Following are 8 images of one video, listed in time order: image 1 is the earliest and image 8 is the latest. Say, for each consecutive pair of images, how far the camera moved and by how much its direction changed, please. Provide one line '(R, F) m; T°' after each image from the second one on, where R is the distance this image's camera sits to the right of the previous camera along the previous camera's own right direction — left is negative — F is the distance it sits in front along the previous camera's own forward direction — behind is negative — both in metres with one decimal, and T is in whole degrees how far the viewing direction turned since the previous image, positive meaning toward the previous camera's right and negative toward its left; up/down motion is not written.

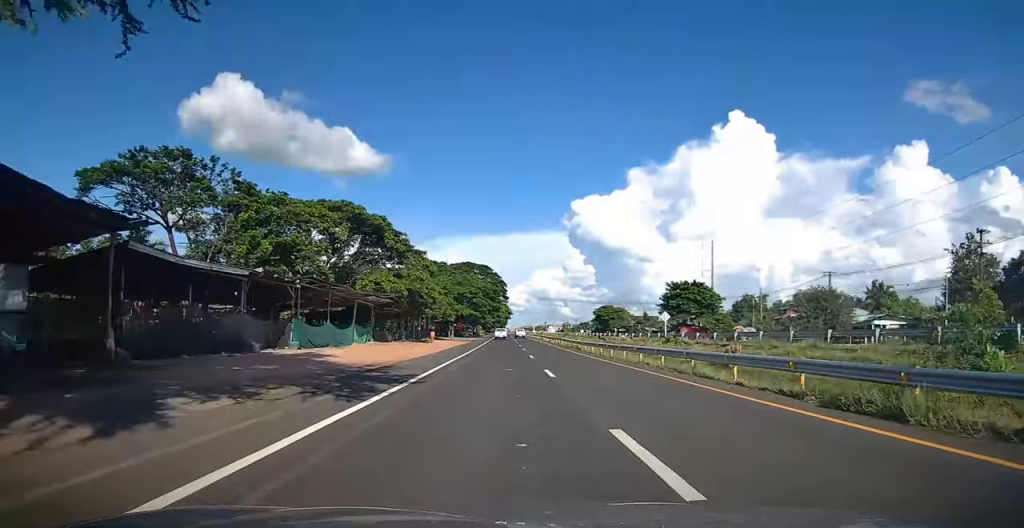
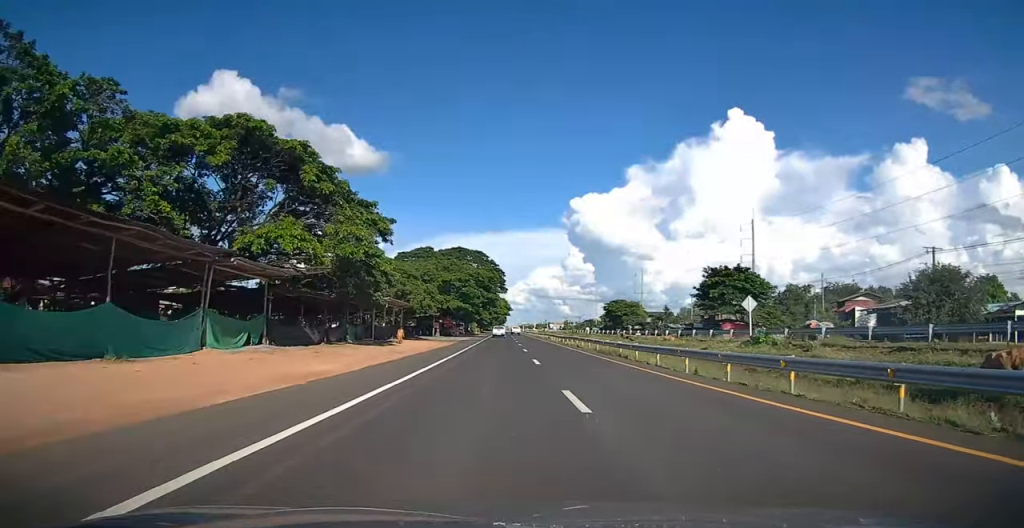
(0.0, +19.7) m; 0°
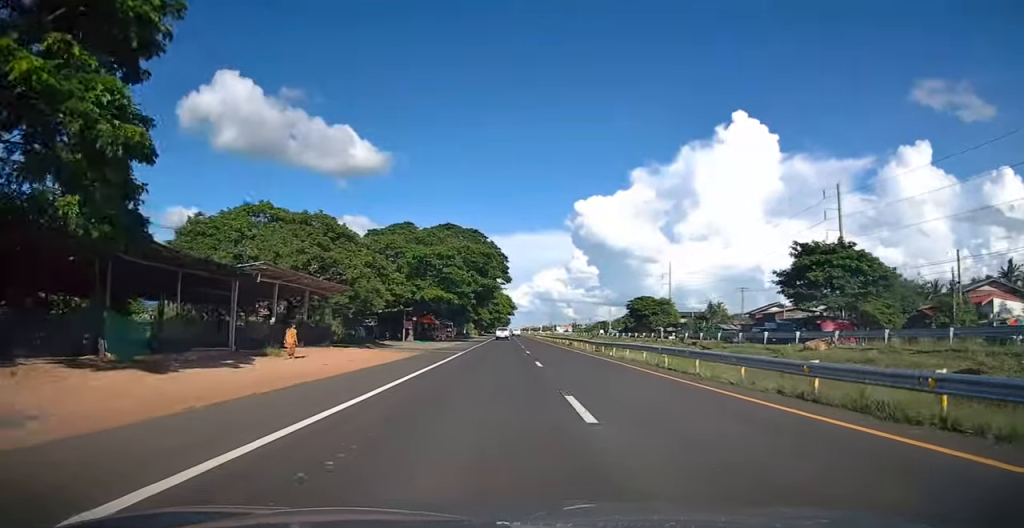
(-0.1, +24.8) m; -1°
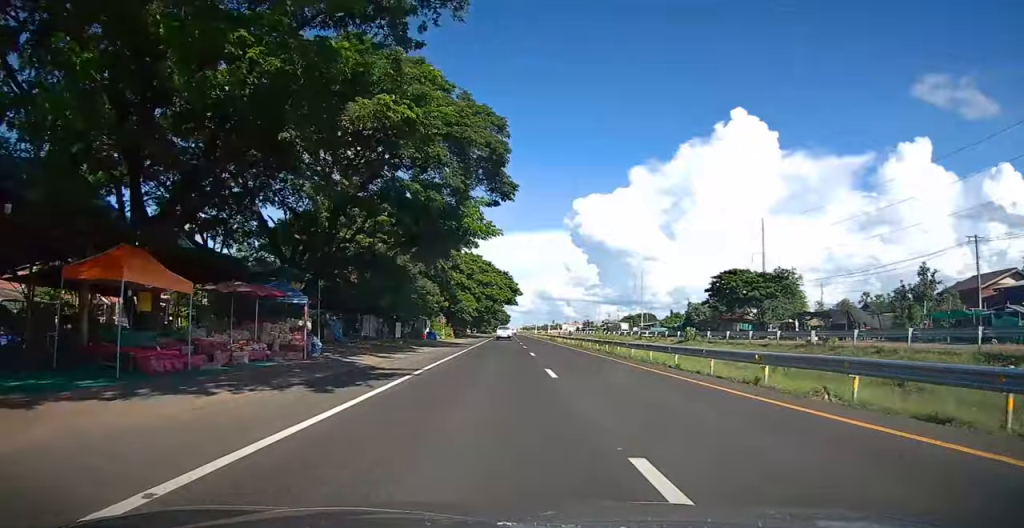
(-0.5, +52.6) m; 0°
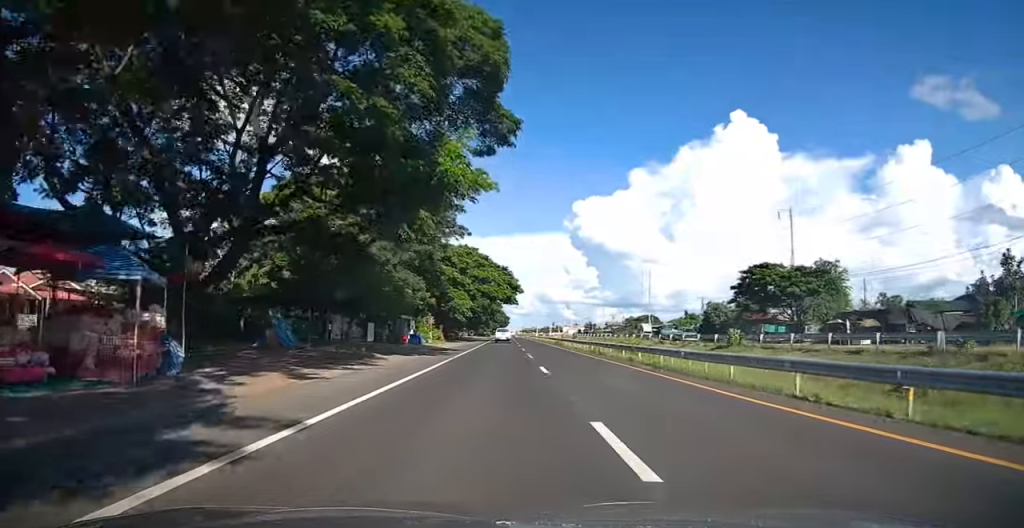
(+0.1, +9.8) m; 0°
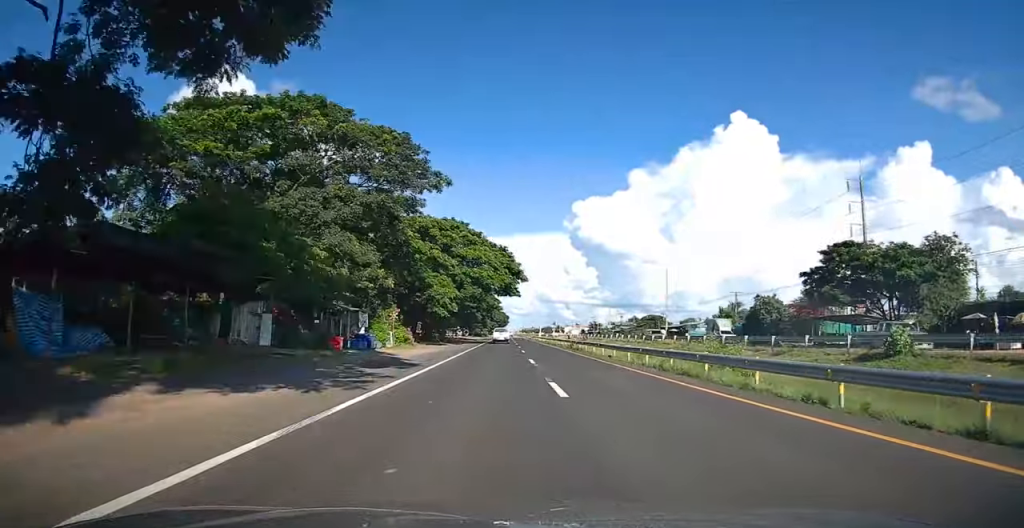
(+0.1, +17.9) m; 0°
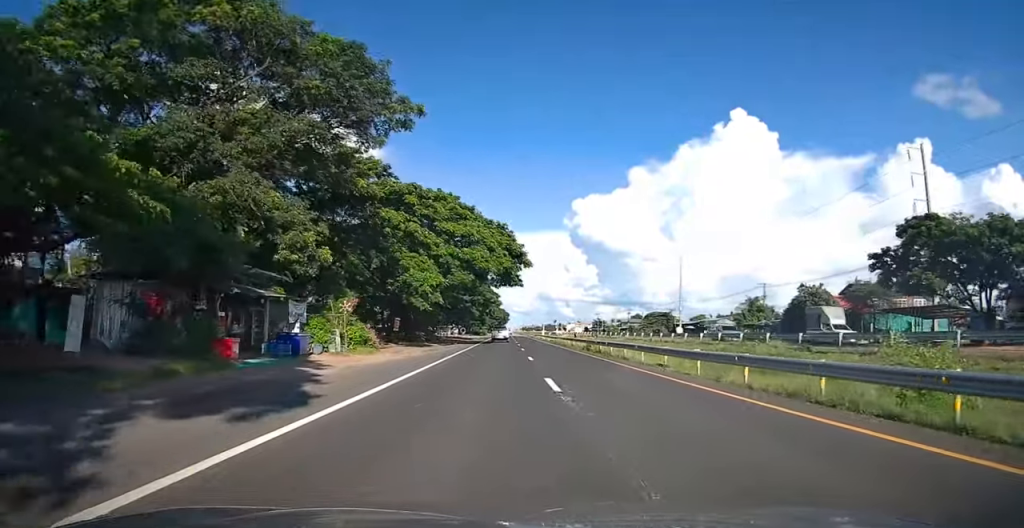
(+0.1, +11.4) m; 0°
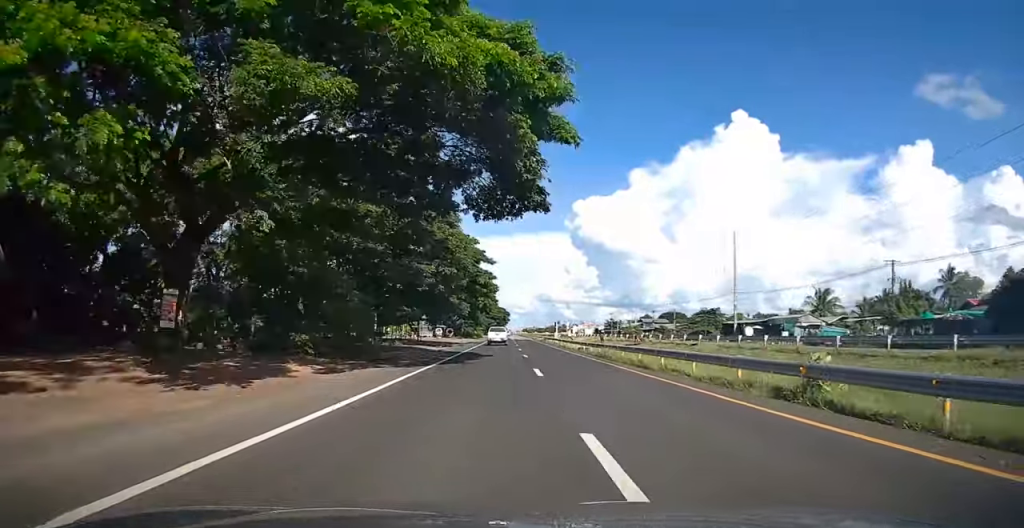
(-0.4, +31.8) m; -1°
